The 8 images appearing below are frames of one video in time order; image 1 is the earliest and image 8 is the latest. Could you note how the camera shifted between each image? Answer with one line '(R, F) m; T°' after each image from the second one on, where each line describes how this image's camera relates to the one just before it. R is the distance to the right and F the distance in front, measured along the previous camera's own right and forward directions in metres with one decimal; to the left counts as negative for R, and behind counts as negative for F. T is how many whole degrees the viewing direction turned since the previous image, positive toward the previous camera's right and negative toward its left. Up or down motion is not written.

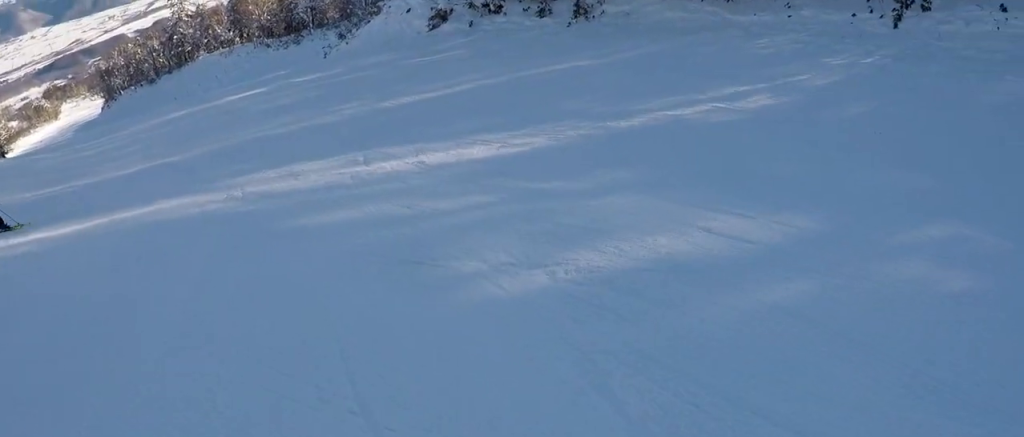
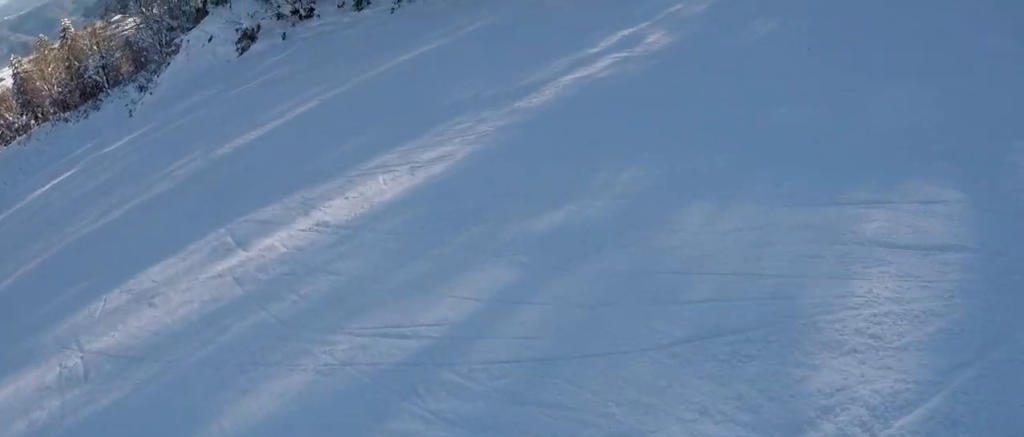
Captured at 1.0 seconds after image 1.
(+0.3, +3.8) m; +10°
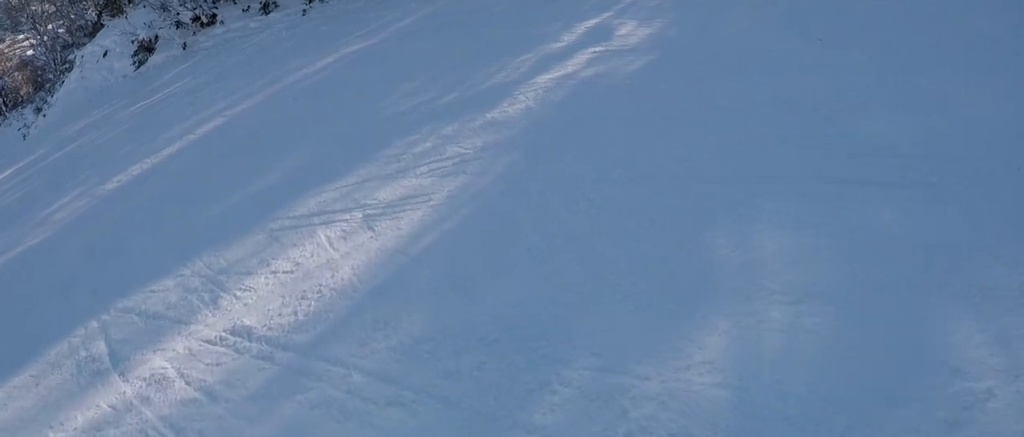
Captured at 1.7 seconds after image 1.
(+0.1, +3.0) m; +2°
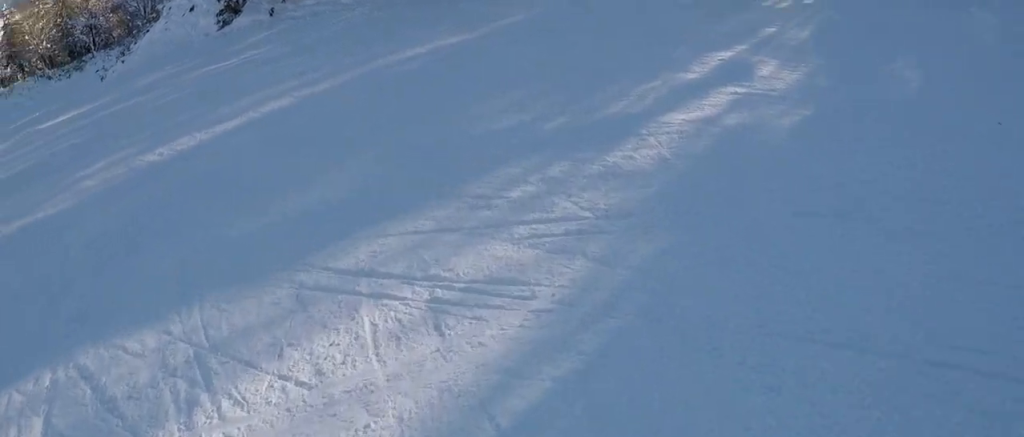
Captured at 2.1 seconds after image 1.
(+0.2, +2.1) m; -2°
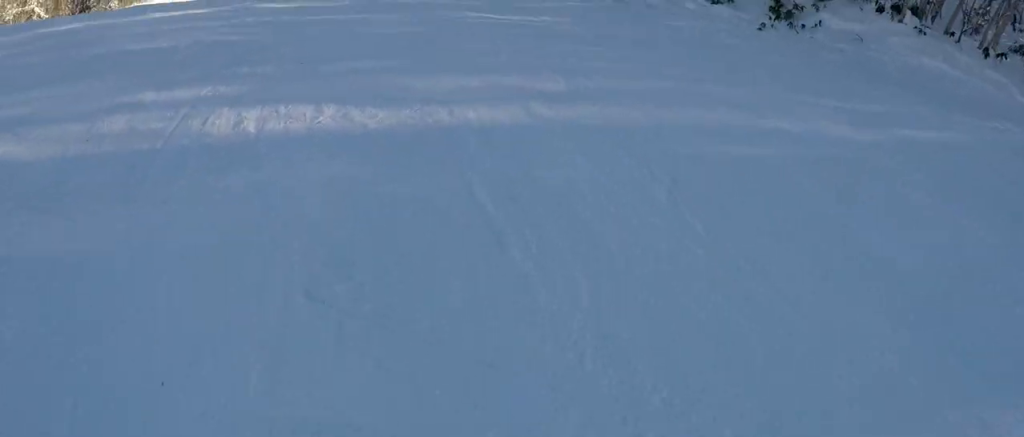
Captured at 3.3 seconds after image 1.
(-0.6, +5.7) m; -34°
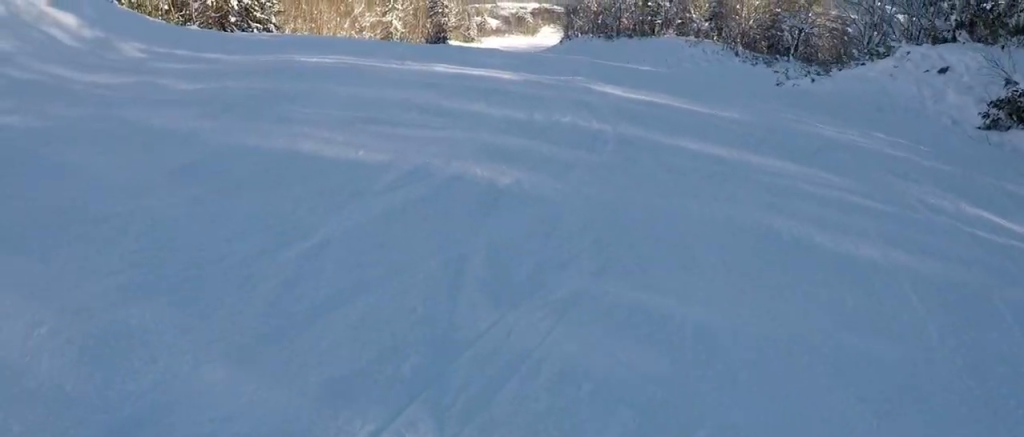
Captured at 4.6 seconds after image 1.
(-2.8, +6.1) m; -28°
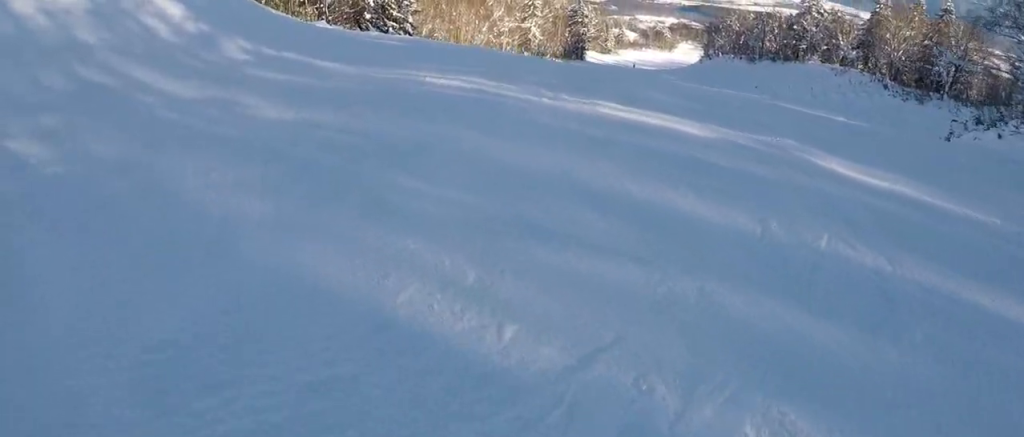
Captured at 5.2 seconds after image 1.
(0.0, +2.9) m; 0°
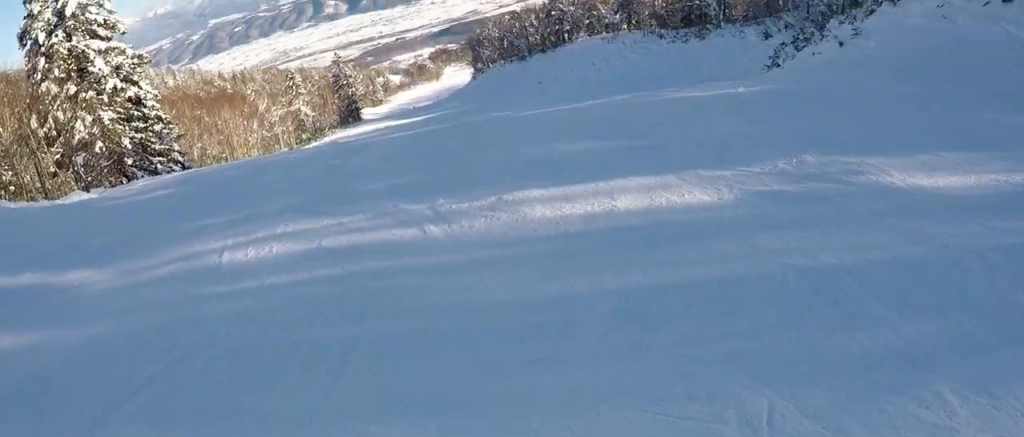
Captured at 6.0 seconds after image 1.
(0.0, +4.0) m; +11°
